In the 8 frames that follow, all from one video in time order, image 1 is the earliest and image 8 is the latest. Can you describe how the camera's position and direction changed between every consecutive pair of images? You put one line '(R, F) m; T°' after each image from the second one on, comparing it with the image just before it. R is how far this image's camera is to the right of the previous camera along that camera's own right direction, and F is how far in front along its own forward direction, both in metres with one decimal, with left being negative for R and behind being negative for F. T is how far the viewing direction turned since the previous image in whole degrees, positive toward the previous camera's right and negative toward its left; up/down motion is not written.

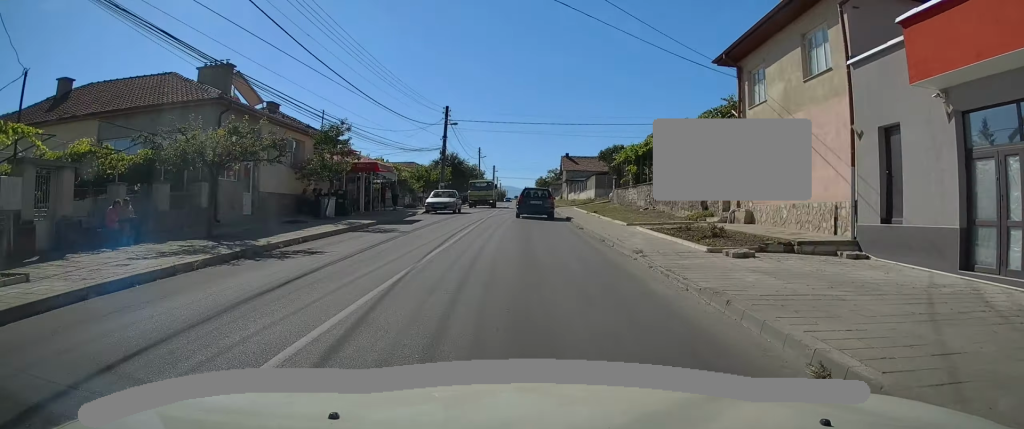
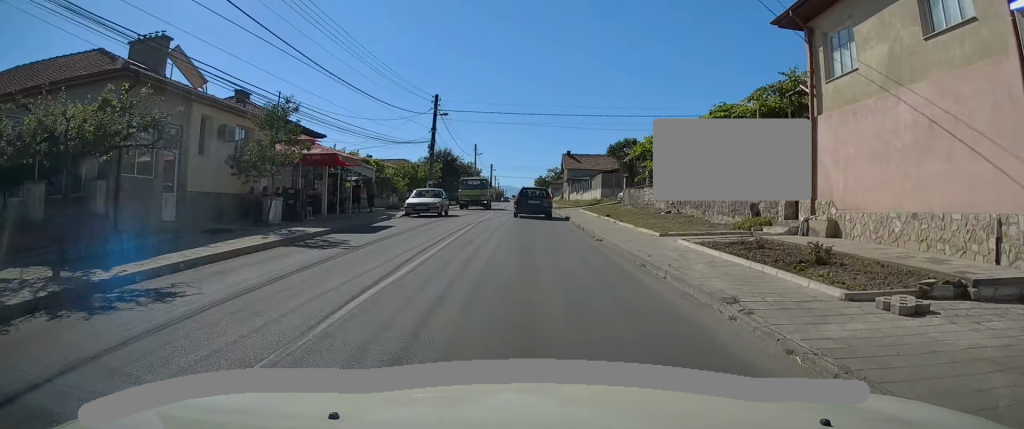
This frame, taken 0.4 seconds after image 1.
(+0.1, +5.3) m; 0°
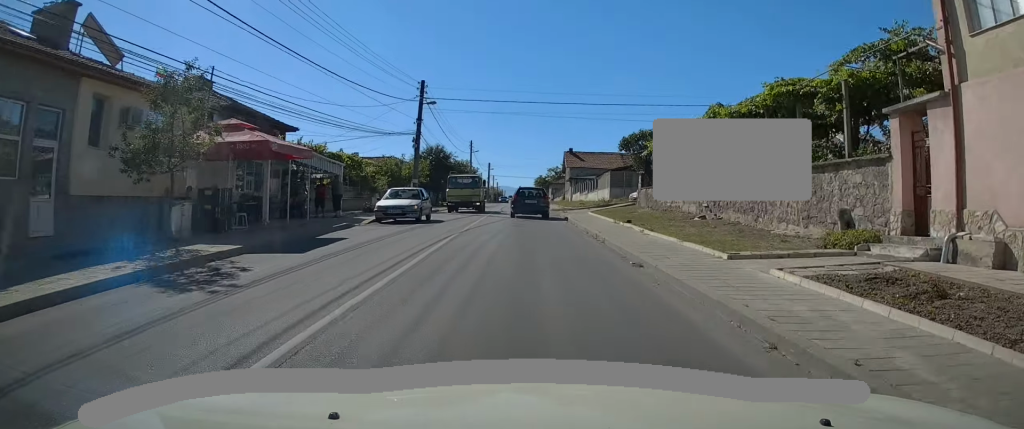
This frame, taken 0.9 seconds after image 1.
(0.0, +5.5) m; 0°
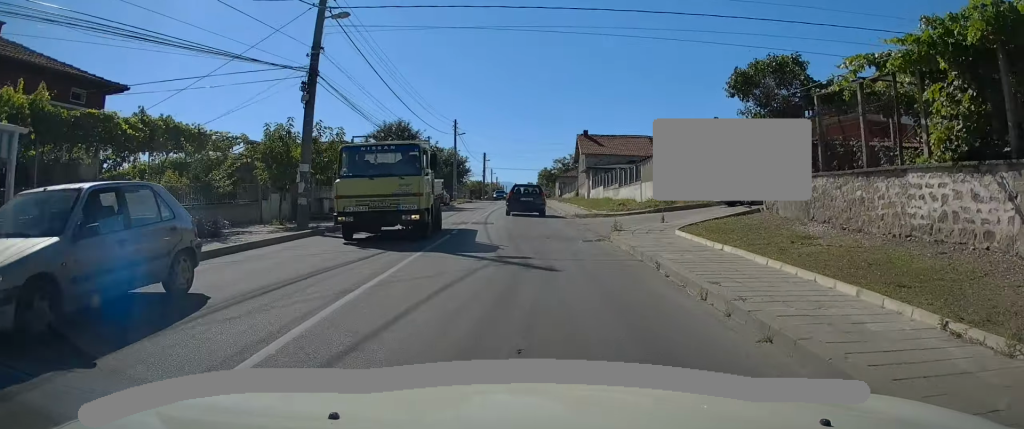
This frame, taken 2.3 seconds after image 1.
(-0.3, +18.2) m; -1°
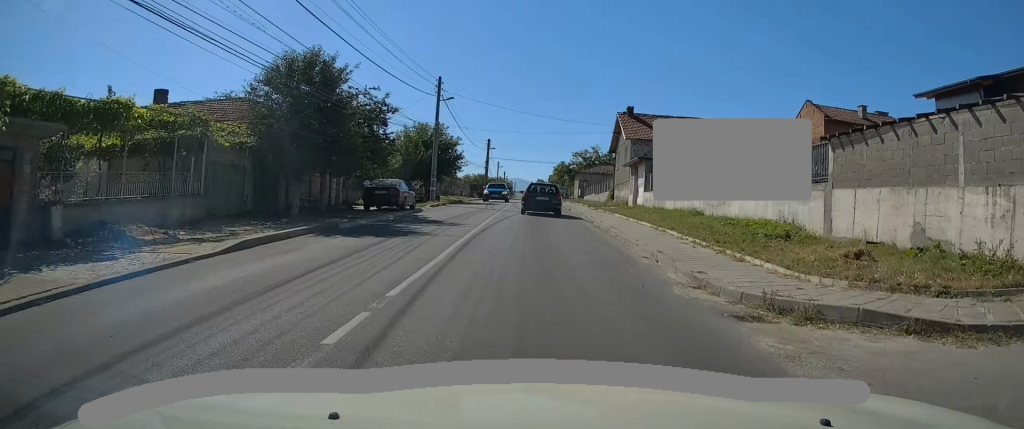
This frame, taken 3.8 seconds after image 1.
(+0.1, +20.0) m; +1°
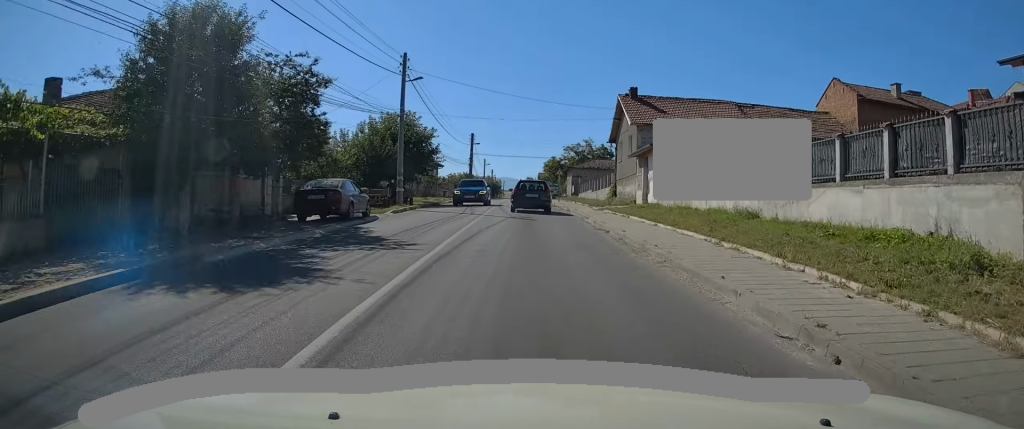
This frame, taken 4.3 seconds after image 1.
(0.0, +6.9) m; +1°
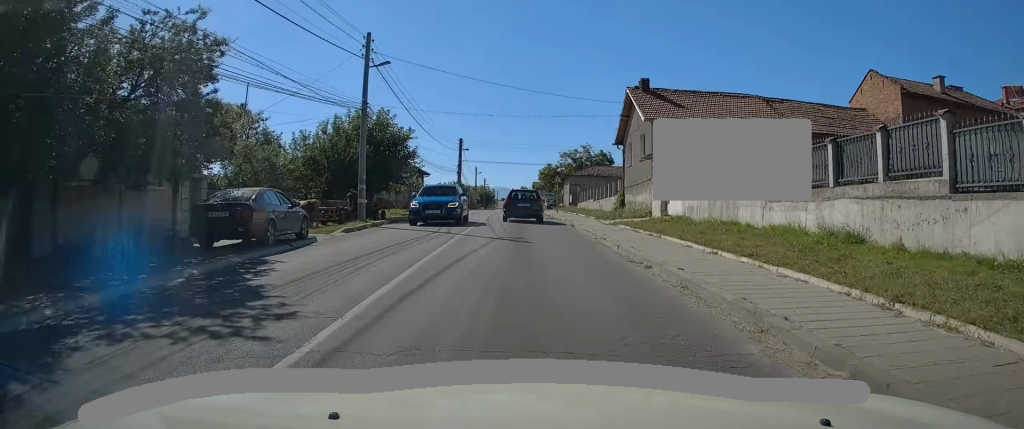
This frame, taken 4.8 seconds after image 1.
(0.0, +6.1) m; 0°
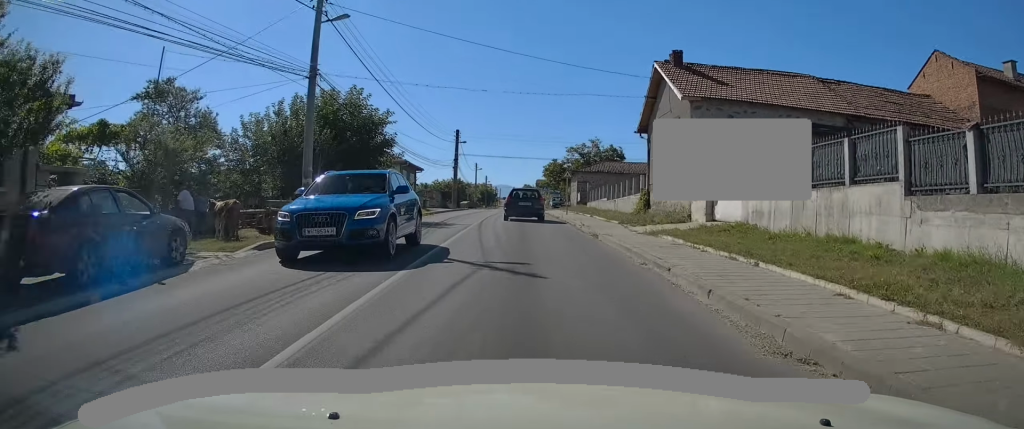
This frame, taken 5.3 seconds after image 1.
(+0.1, +6.5) m; 0°
